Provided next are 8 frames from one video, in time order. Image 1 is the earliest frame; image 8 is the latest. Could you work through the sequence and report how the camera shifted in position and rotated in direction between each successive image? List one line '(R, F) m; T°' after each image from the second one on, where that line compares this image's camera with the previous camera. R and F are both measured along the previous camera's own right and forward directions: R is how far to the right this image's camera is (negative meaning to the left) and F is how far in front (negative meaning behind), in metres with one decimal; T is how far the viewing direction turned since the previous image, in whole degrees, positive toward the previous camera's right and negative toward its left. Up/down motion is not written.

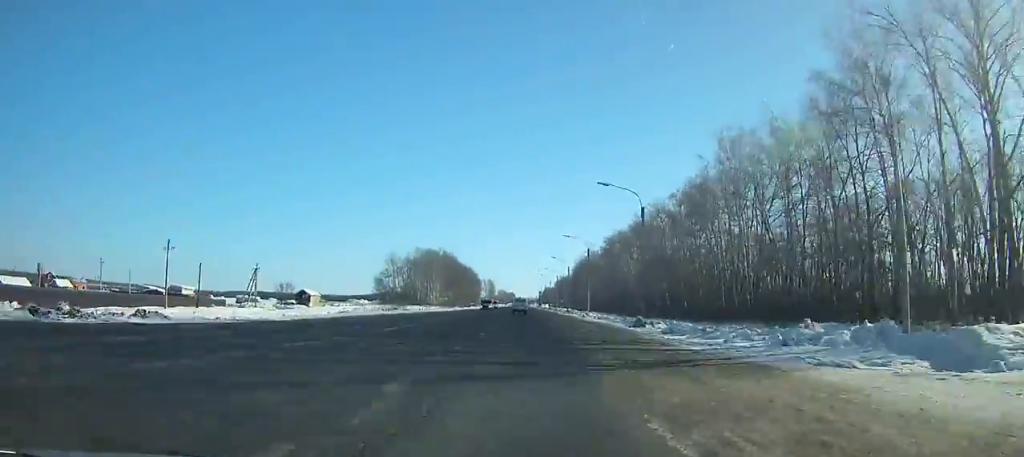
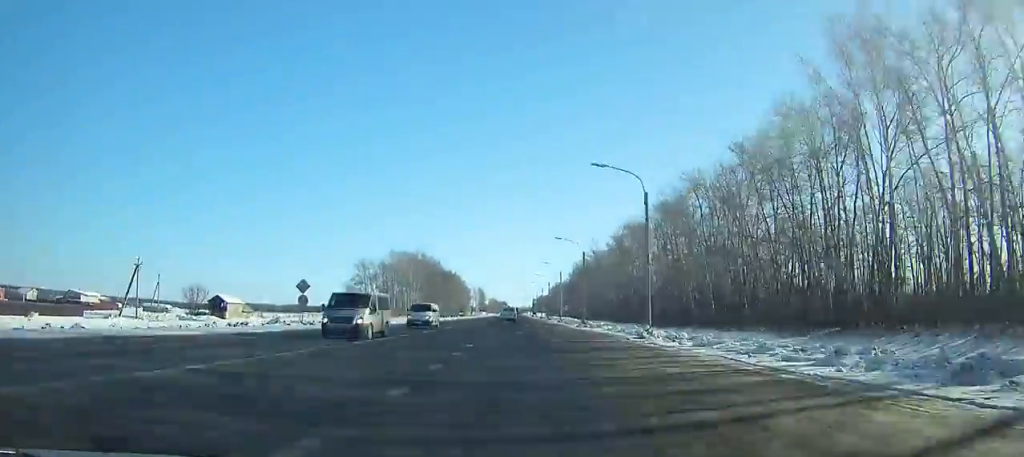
(+0.2, +35.4) m; 0°
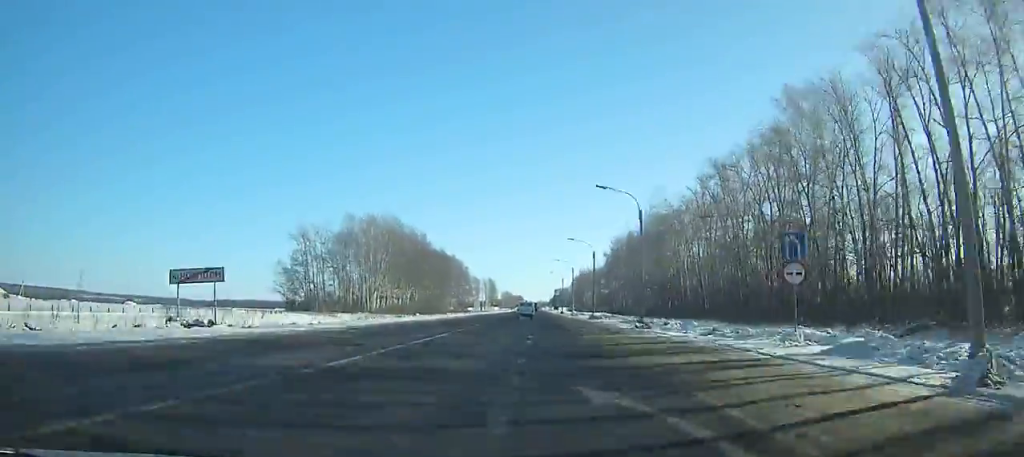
(-0.9, +79.5) m; -1°
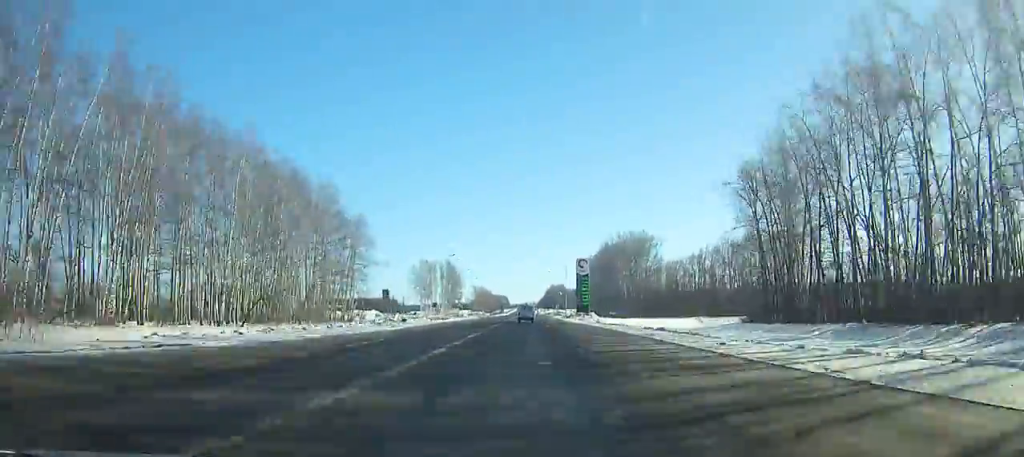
(+0.1, +178.9) m; +1°
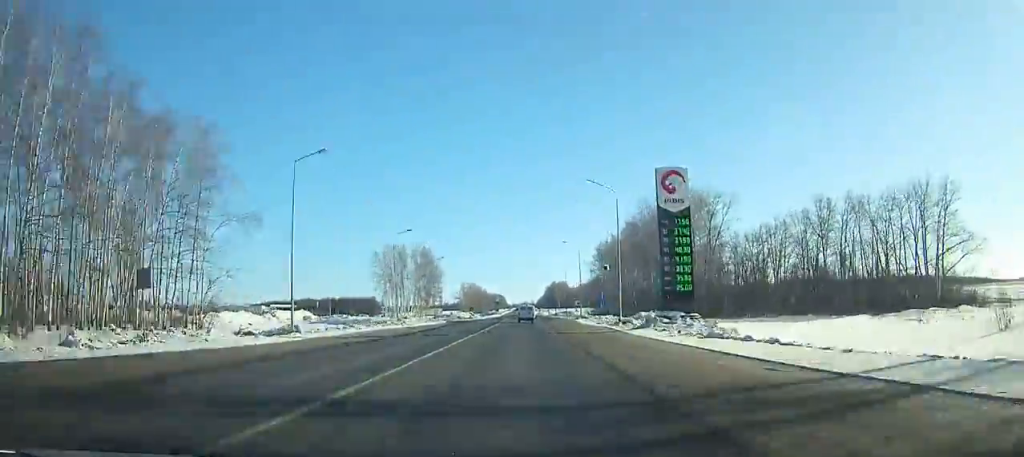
(+0.2, +64.8) m; 0°
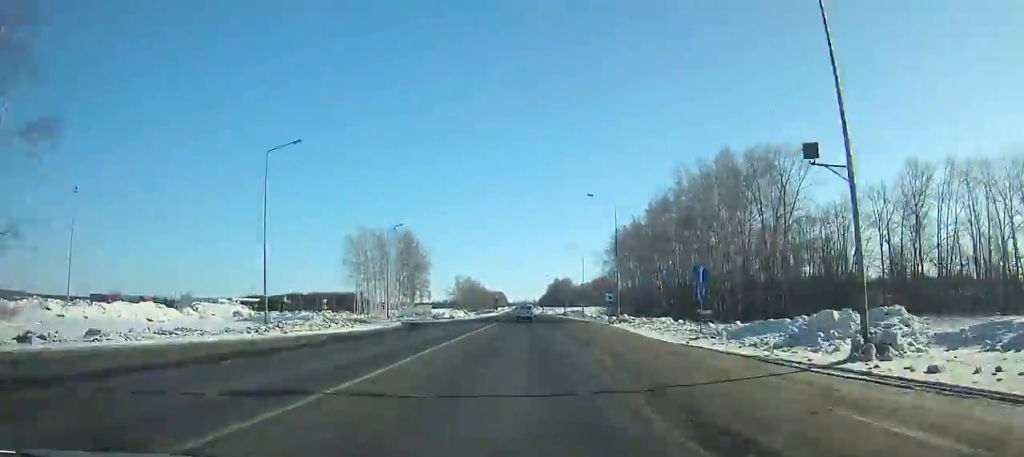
(+0.1, +34.4) m; 0°
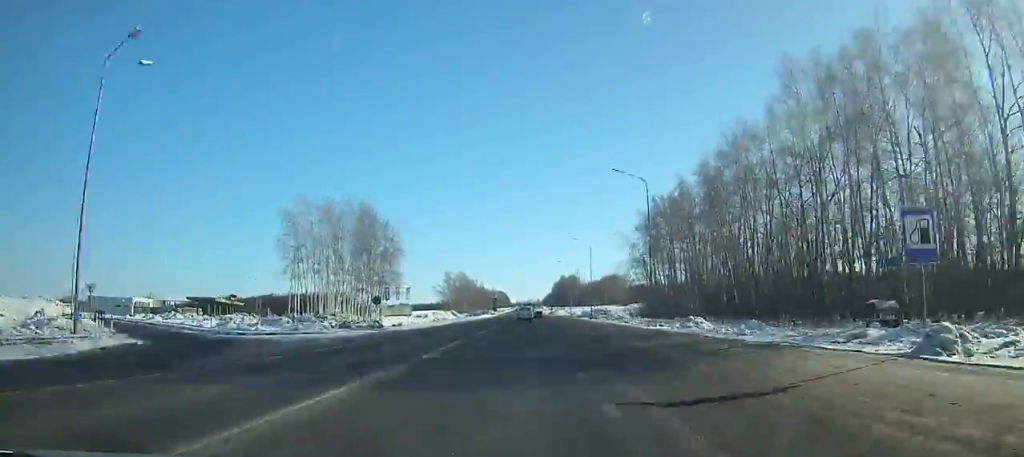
(-0.2, +48.3) m; 0°
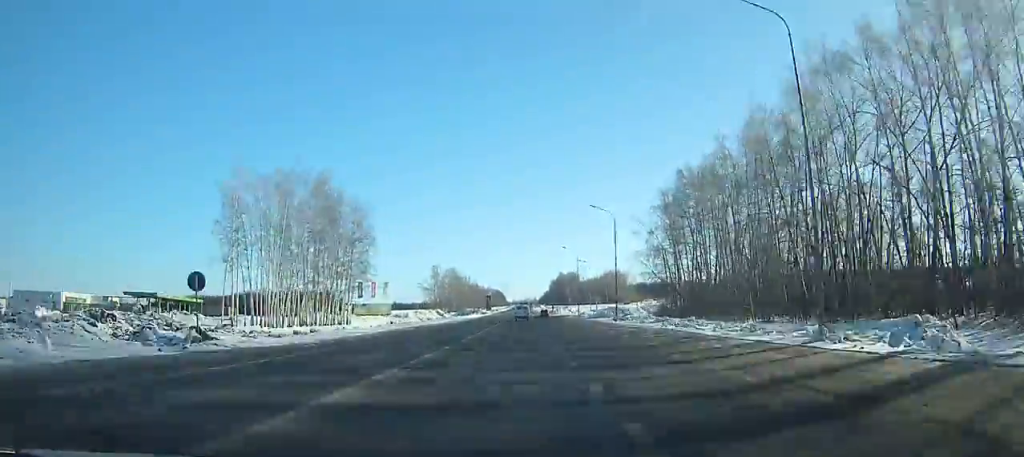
(0.0, +26.1) m; 0°
